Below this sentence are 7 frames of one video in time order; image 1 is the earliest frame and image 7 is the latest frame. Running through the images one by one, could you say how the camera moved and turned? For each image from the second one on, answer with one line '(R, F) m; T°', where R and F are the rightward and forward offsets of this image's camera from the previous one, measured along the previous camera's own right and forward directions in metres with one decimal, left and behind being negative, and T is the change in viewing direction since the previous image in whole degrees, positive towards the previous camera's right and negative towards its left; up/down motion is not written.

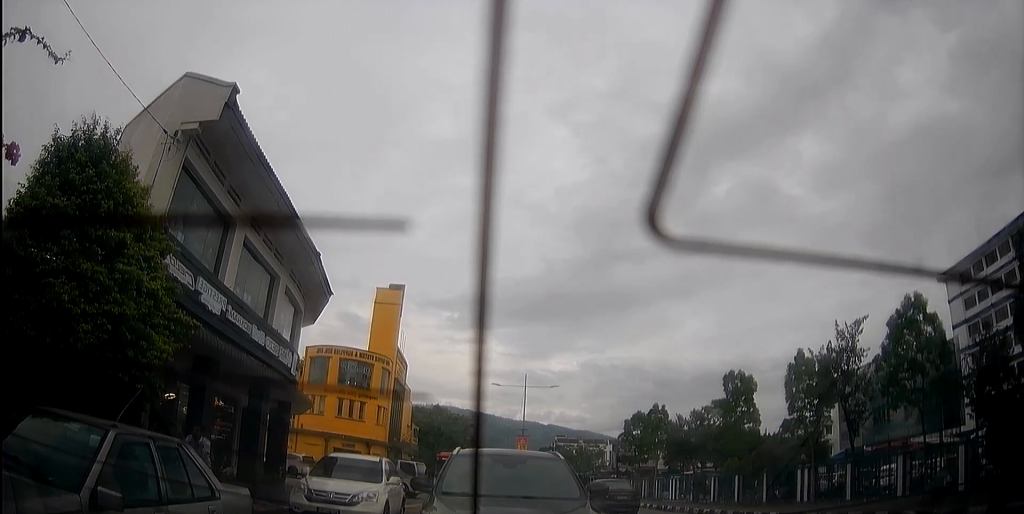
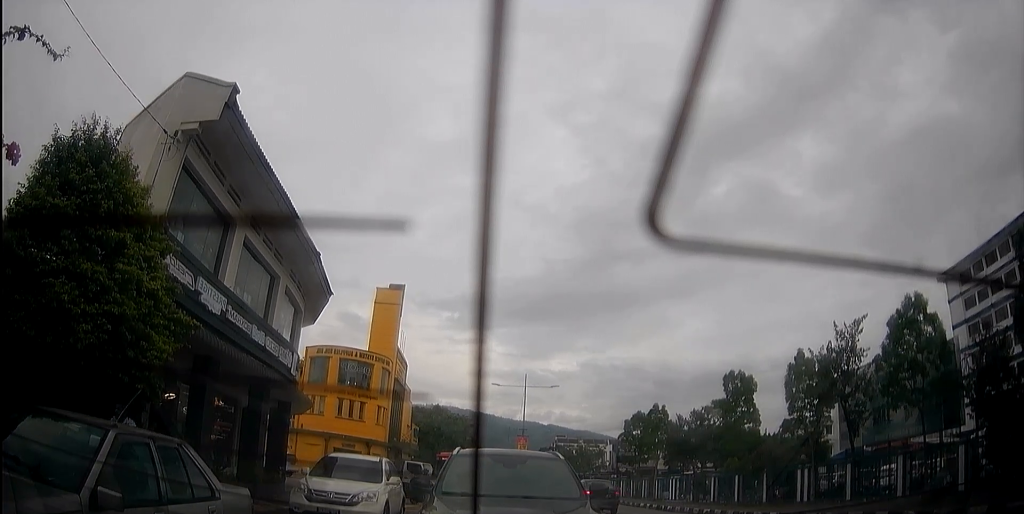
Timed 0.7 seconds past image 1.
(0.0, 0.0) m; 0°
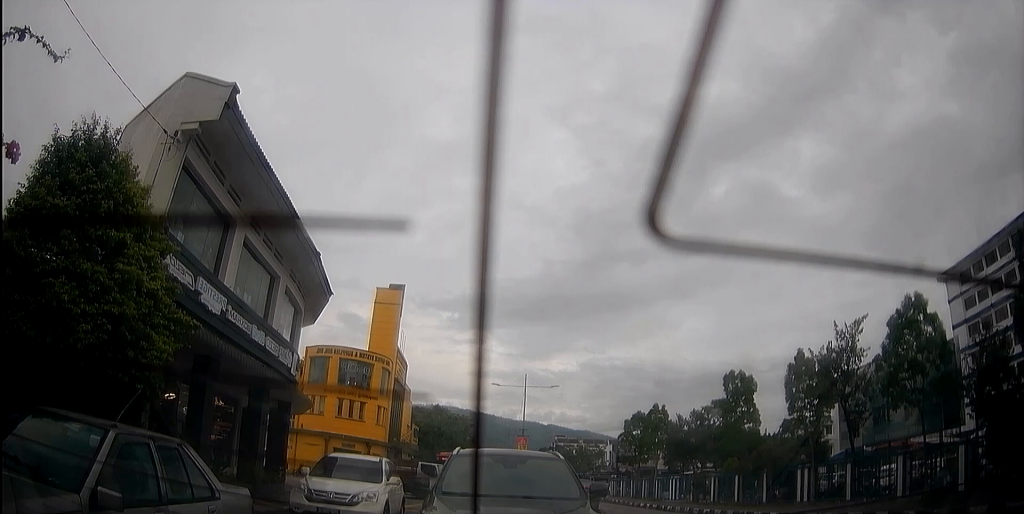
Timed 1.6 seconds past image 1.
(0.0, 0.0) m; 0°
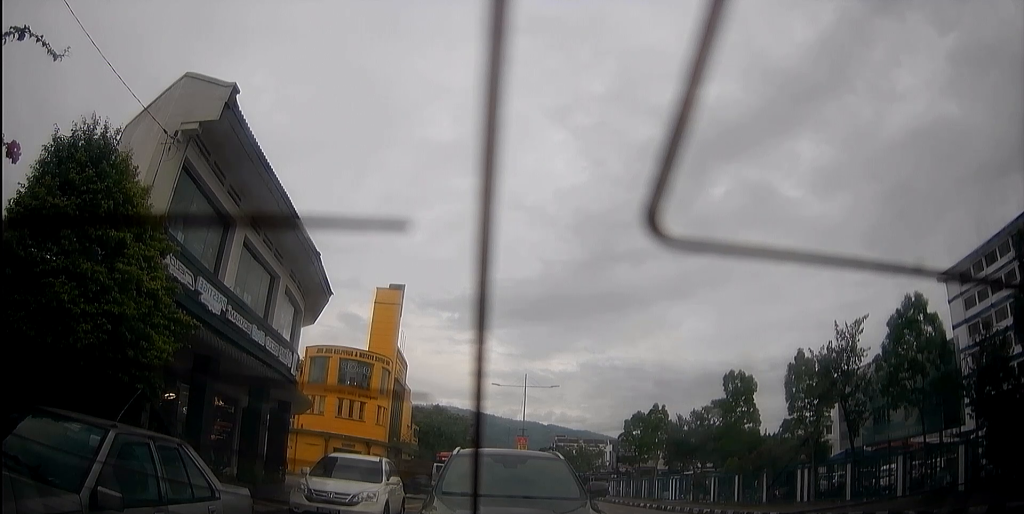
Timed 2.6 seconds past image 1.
(0.0, 0.0) m; 0°
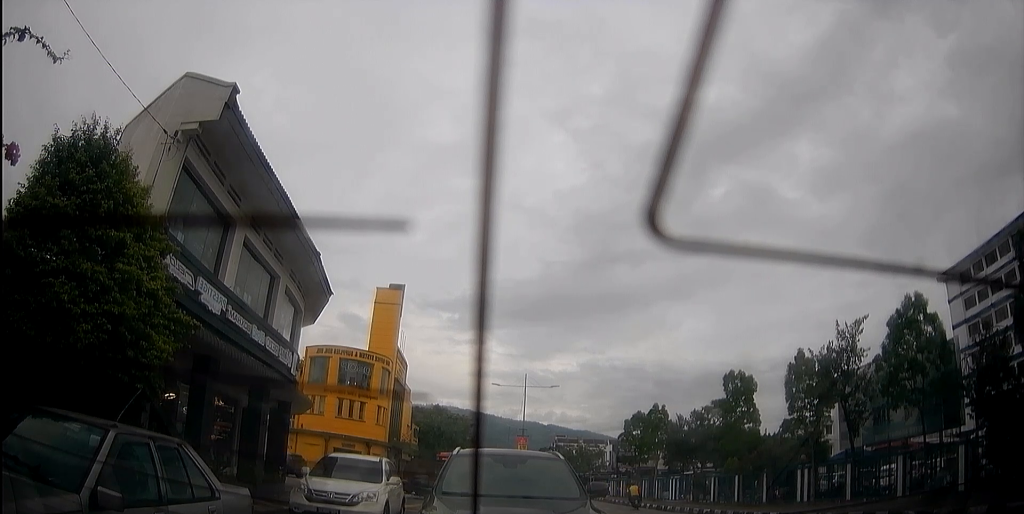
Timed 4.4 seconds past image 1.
(0.0, 0.0) m; 0°
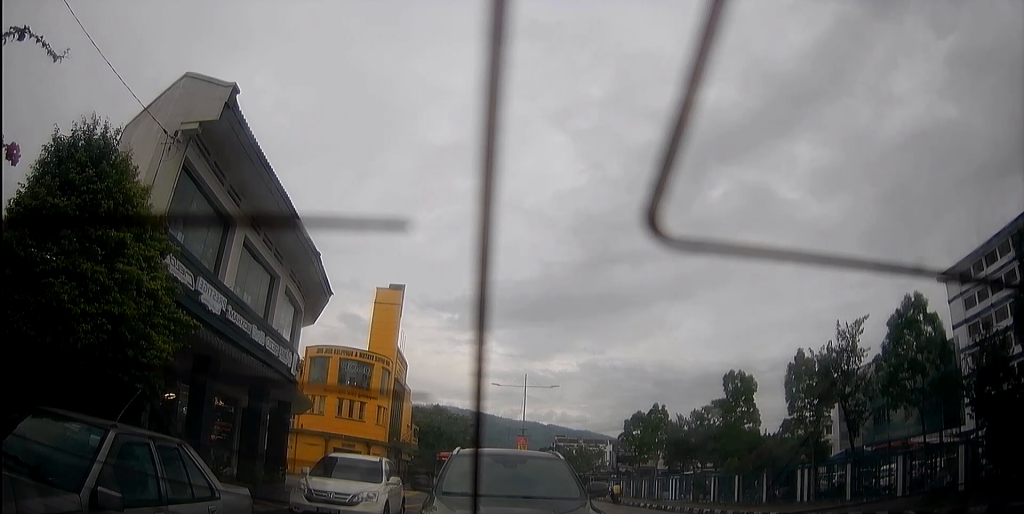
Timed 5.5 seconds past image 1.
(0.0, 0.0) m; 0°
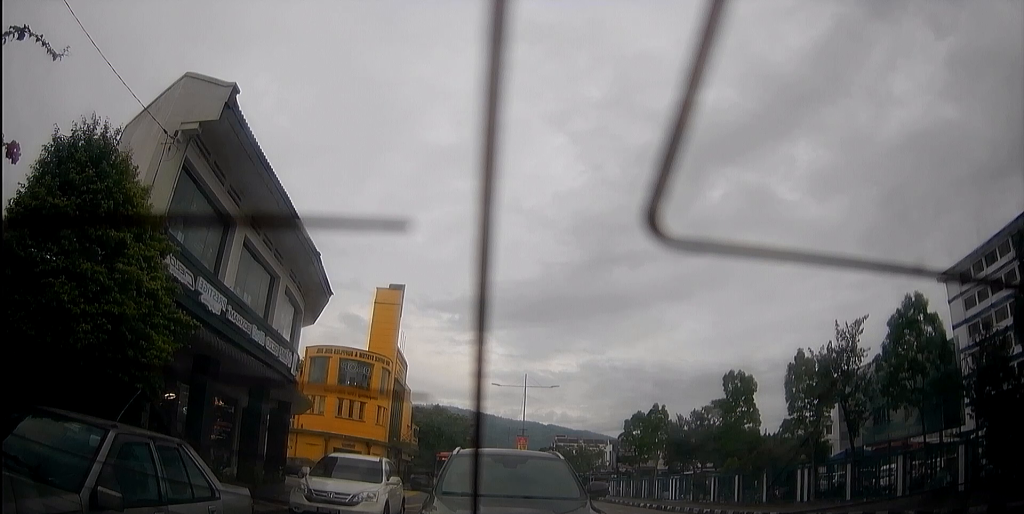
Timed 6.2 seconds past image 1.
(0.0, 0.0) m; 0°
